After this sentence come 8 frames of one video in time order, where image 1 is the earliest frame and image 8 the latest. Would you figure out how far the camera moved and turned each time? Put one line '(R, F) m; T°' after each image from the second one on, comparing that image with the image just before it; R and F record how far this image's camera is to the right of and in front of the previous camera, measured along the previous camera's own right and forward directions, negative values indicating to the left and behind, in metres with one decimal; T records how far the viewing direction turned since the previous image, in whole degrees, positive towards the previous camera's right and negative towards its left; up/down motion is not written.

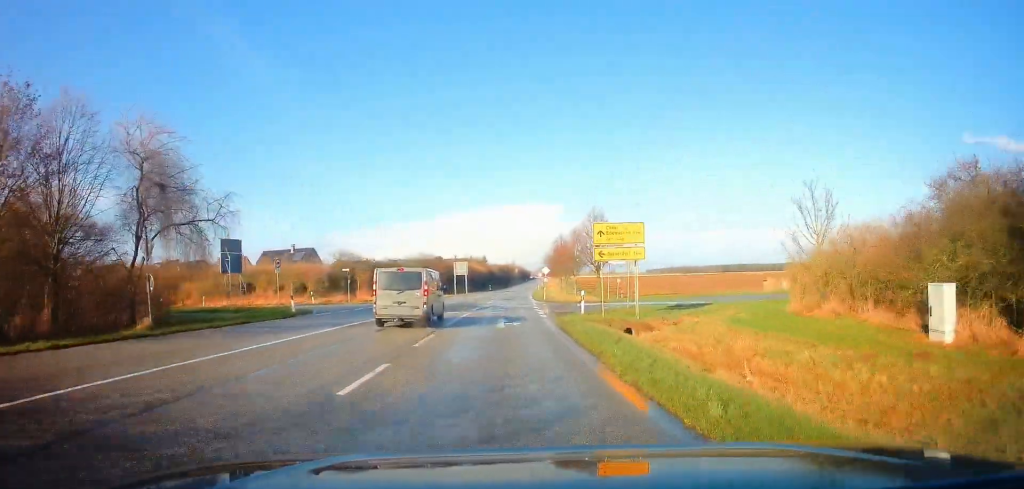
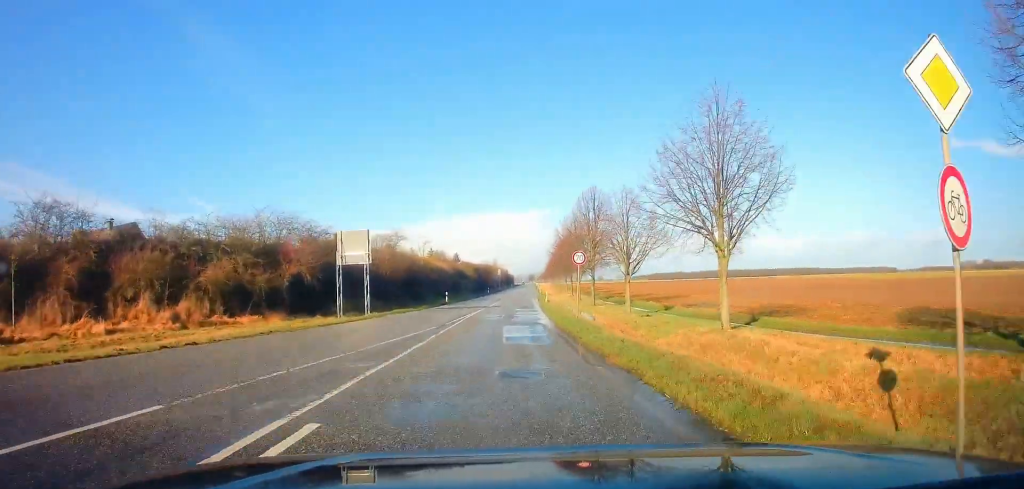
(+1.2, +54.3) m; +2°
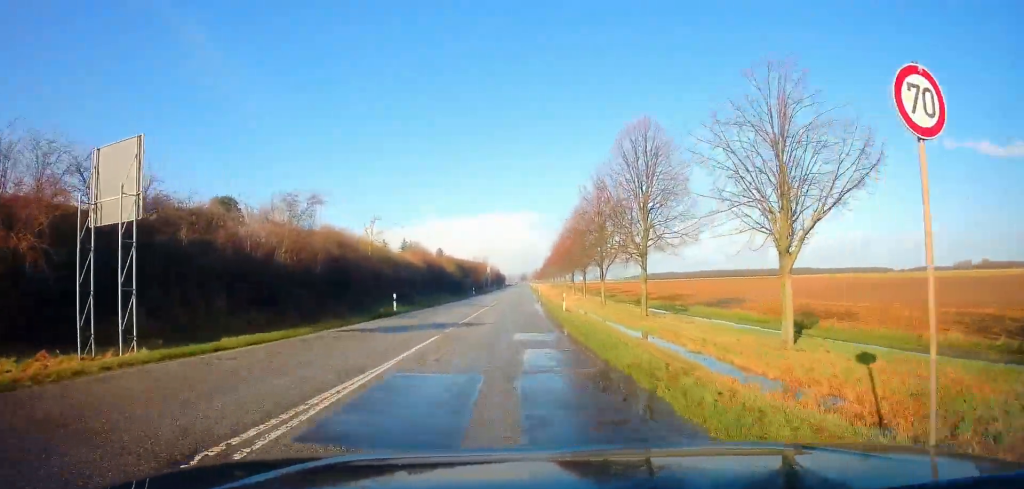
(-0.1, +21.3) m; 0°
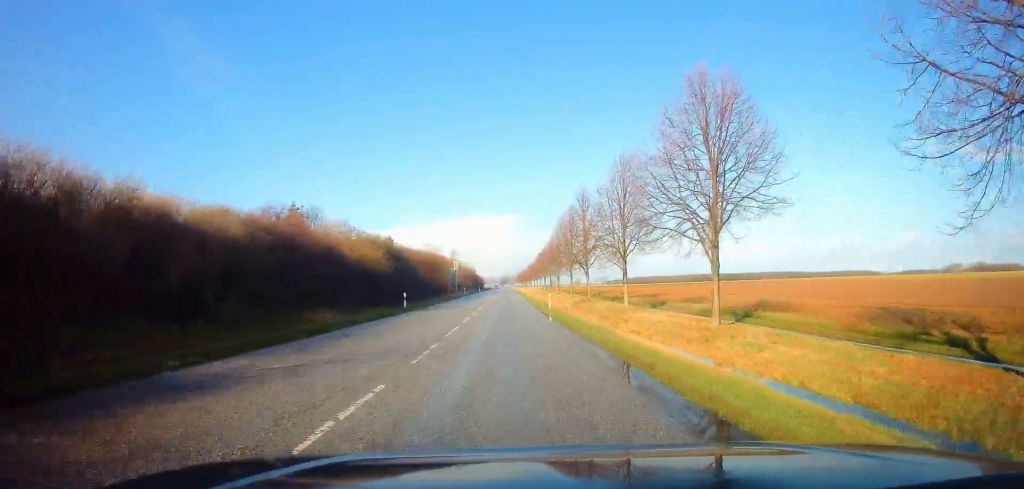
(+1.1, +41.6) m; +3°
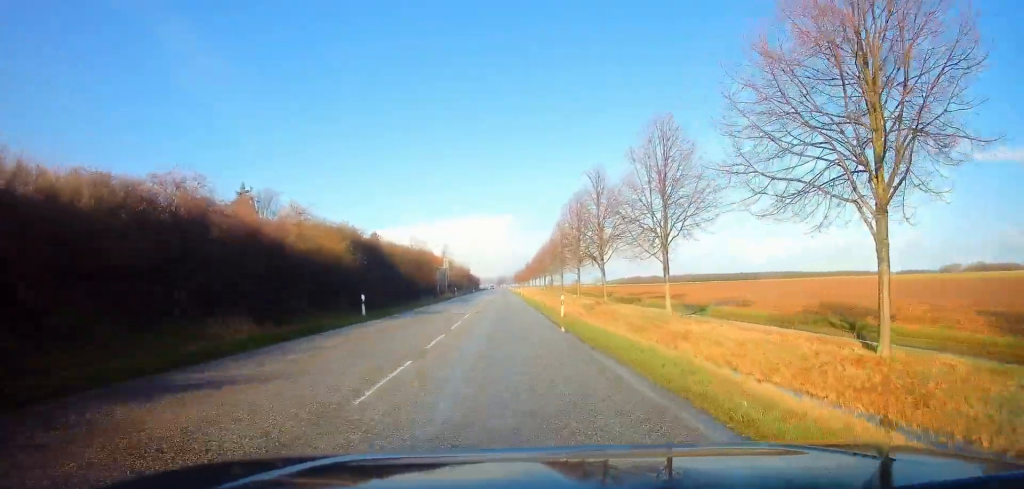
(0.0, +9.5) m; 0°
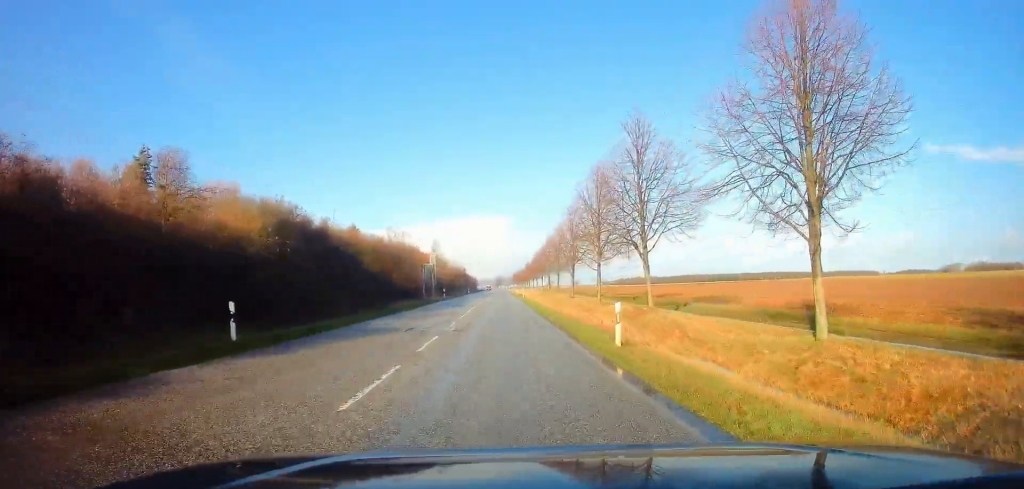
(0.0, +12.5) m; 0°
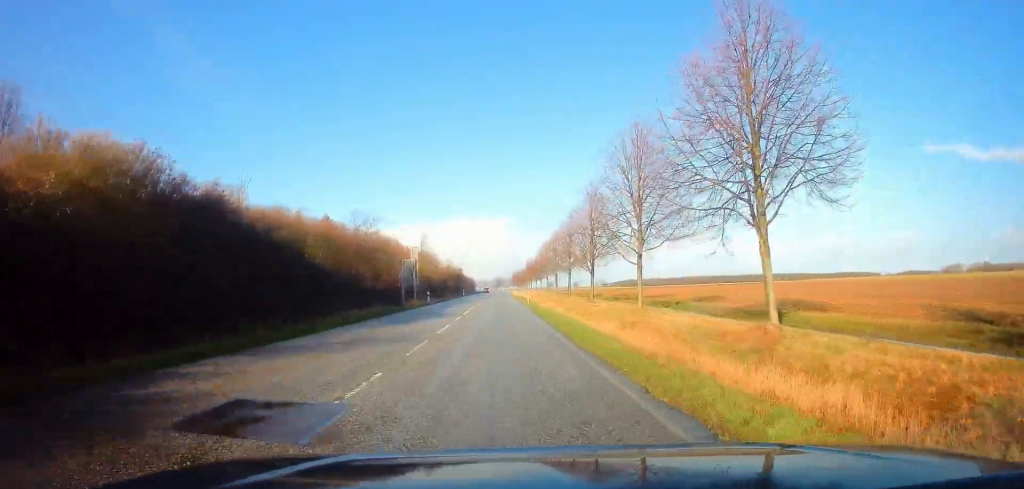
(0.0, +12.8) m; 0°
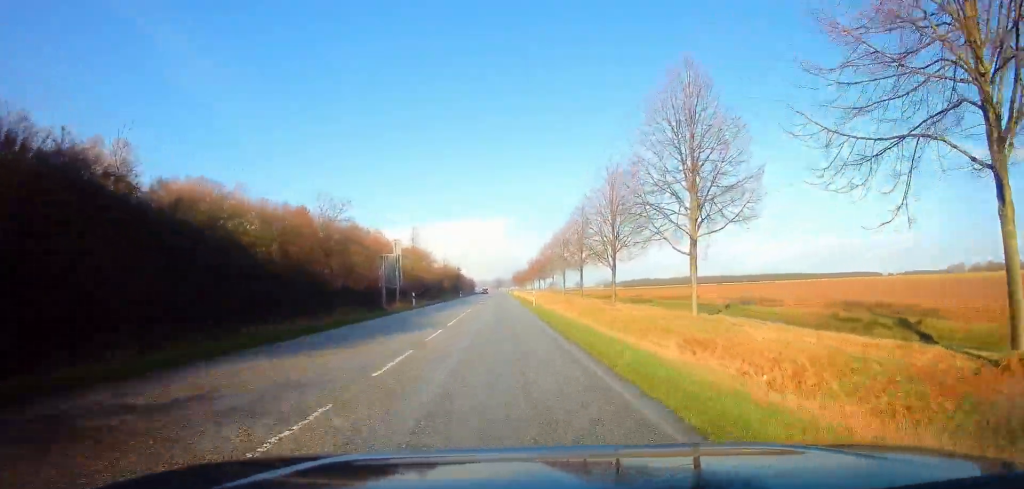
(0.0, +8.4) m; 0°
